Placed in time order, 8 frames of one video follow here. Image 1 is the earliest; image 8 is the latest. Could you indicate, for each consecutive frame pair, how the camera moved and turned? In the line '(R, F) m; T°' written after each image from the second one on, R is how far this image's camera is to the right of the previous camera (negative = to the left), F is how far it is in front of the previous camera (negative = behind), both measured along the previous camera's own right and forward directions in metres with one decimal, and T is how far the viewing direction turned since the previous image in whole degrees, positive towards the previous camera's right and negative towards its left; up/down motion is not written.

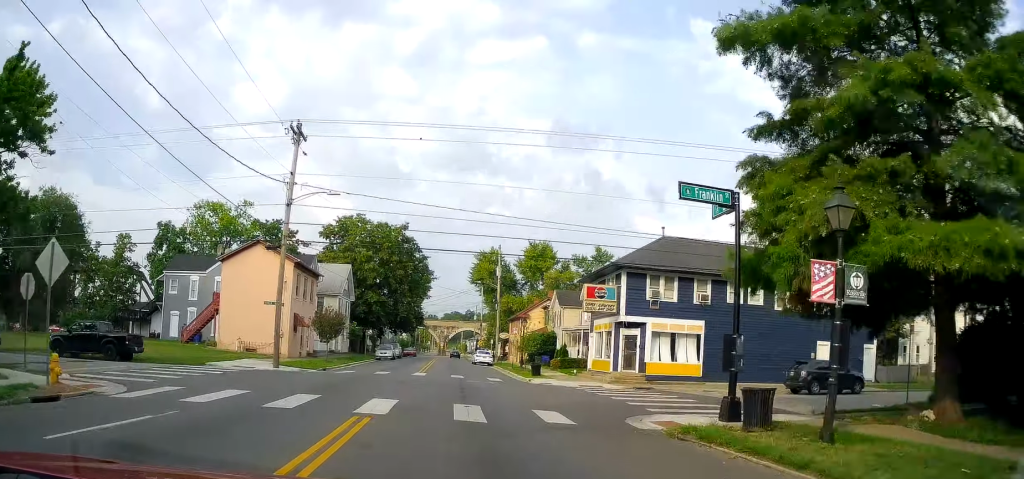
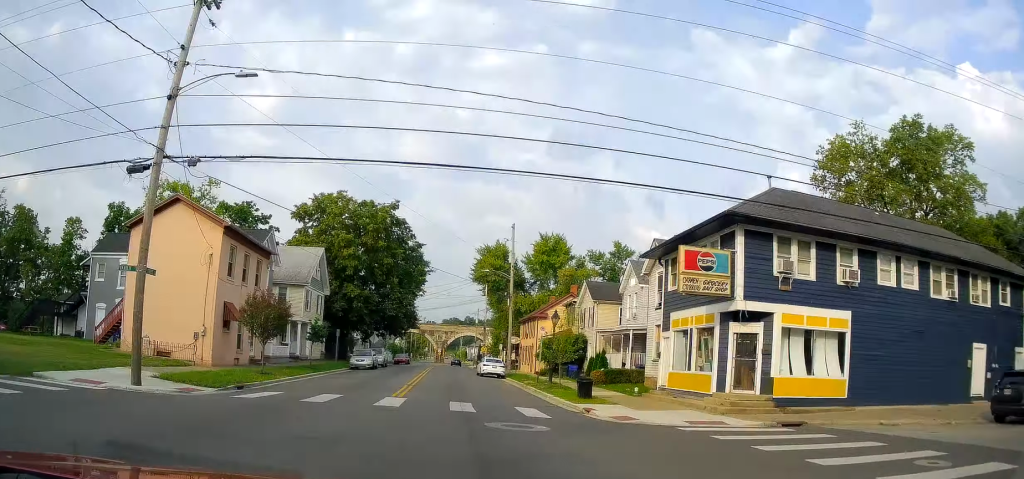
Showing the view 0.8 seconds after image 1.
(-0.2, +14.4) m; -1°
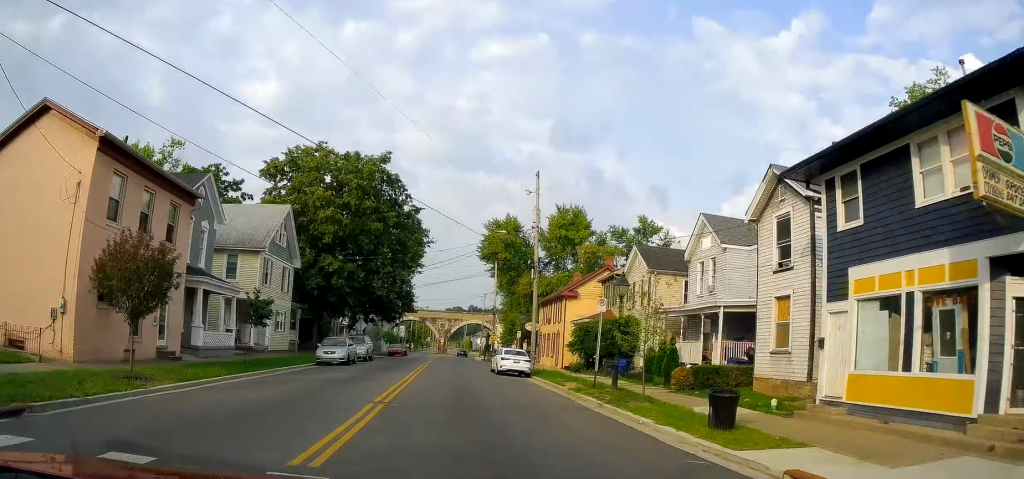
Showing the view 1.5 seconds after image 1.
(0.0, +12.5) m; 0°
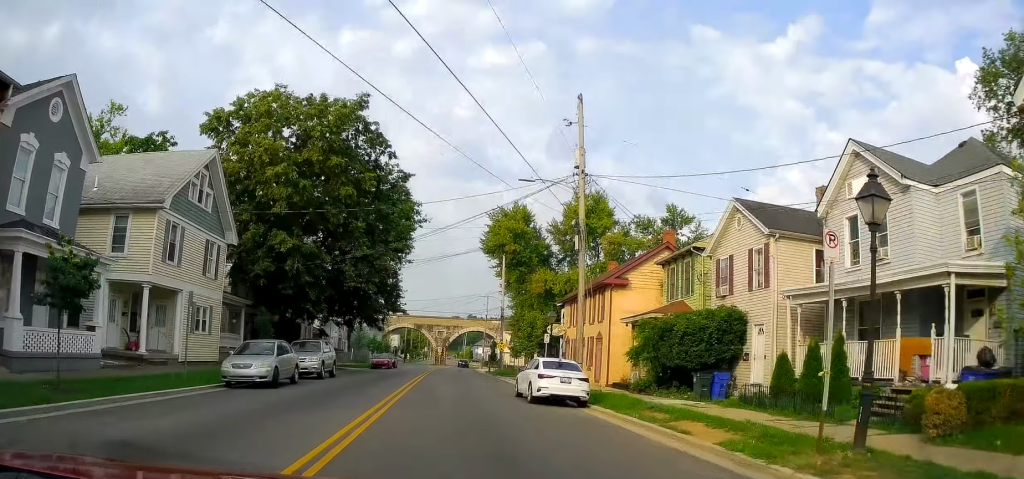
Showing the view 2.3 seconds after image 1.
(0.0, +13.6) m; 0°
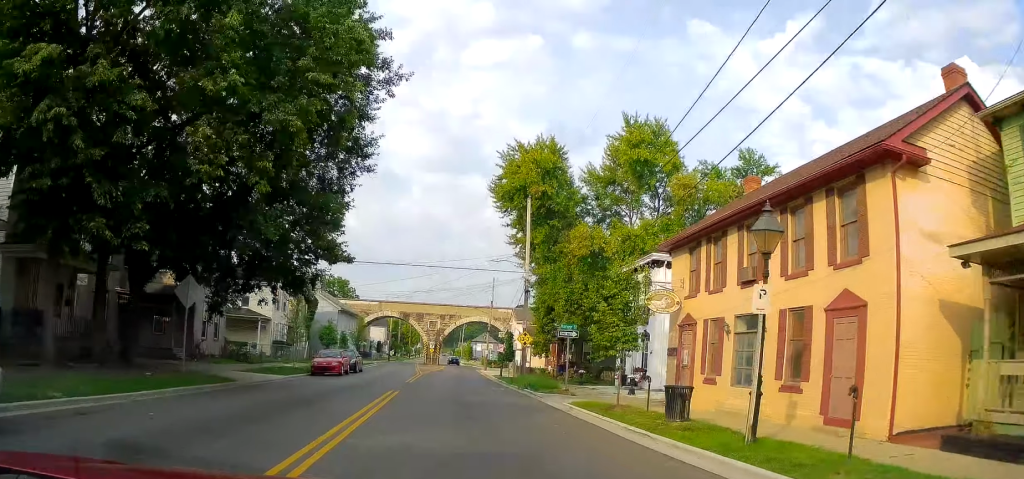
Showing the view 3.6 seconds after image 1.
(0.0, +22.8) m; 0°
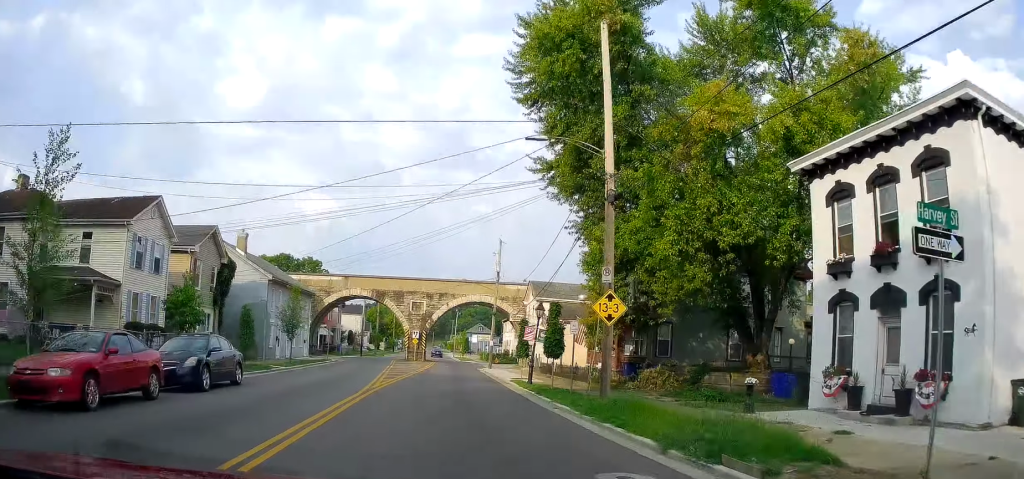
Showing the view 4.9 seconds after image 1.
(+0.1, +23.3) m; +2°
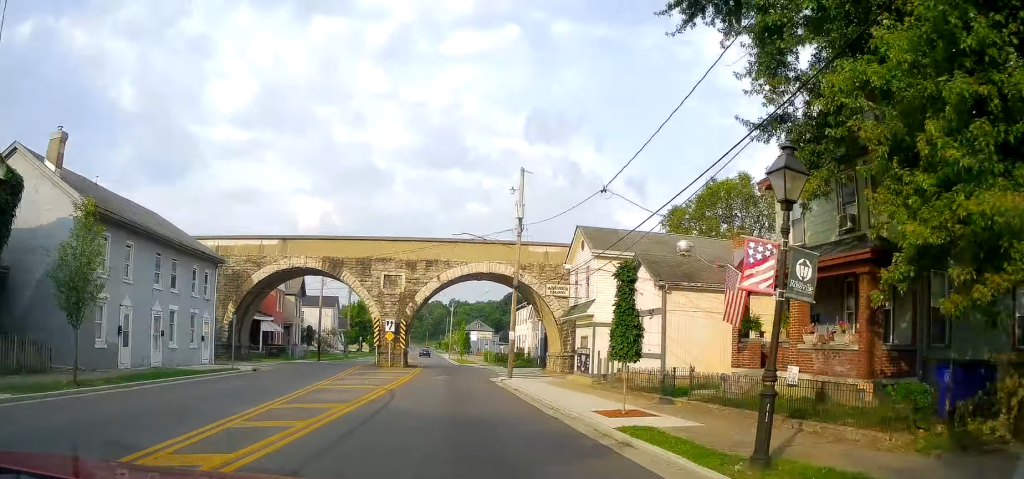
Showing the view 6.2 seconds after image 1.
(+0.6, +22.7) m; +1°
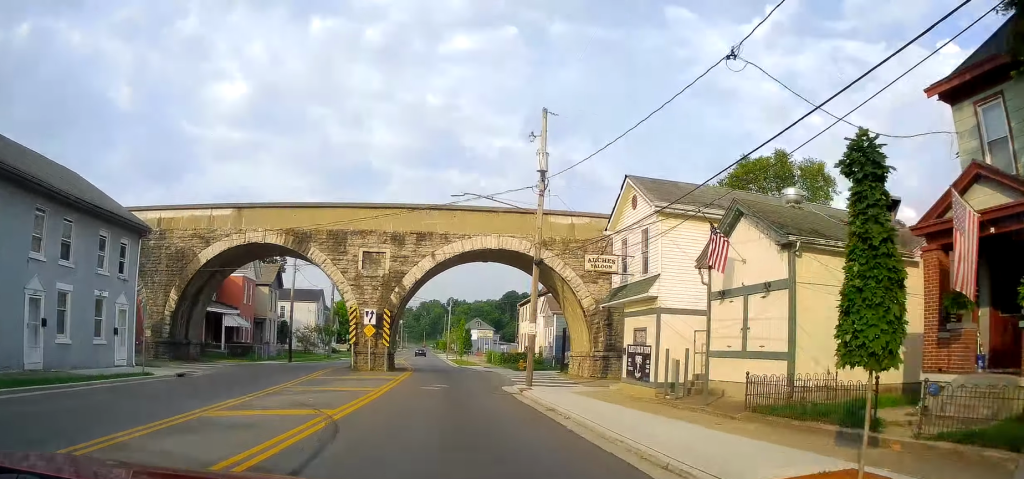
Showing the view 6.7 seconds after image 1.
(-0.1, +9.2) m; 0°
